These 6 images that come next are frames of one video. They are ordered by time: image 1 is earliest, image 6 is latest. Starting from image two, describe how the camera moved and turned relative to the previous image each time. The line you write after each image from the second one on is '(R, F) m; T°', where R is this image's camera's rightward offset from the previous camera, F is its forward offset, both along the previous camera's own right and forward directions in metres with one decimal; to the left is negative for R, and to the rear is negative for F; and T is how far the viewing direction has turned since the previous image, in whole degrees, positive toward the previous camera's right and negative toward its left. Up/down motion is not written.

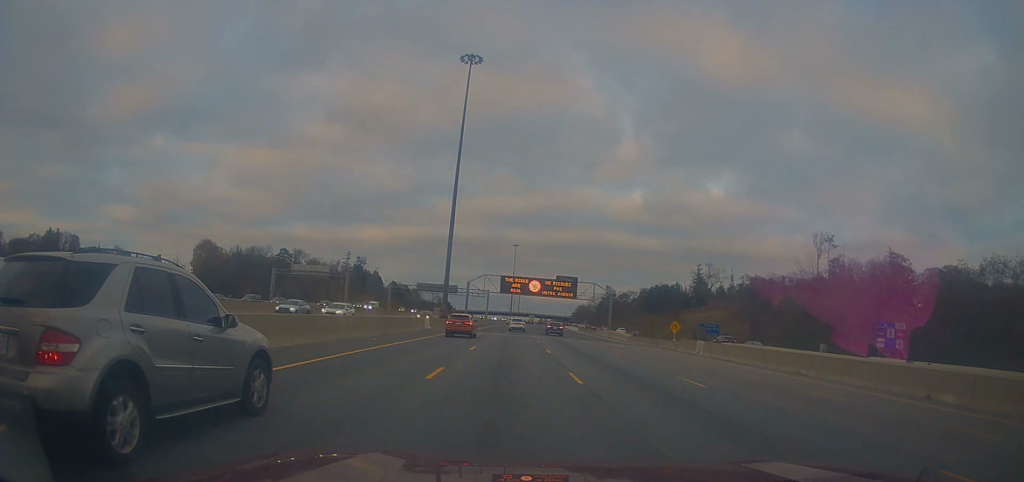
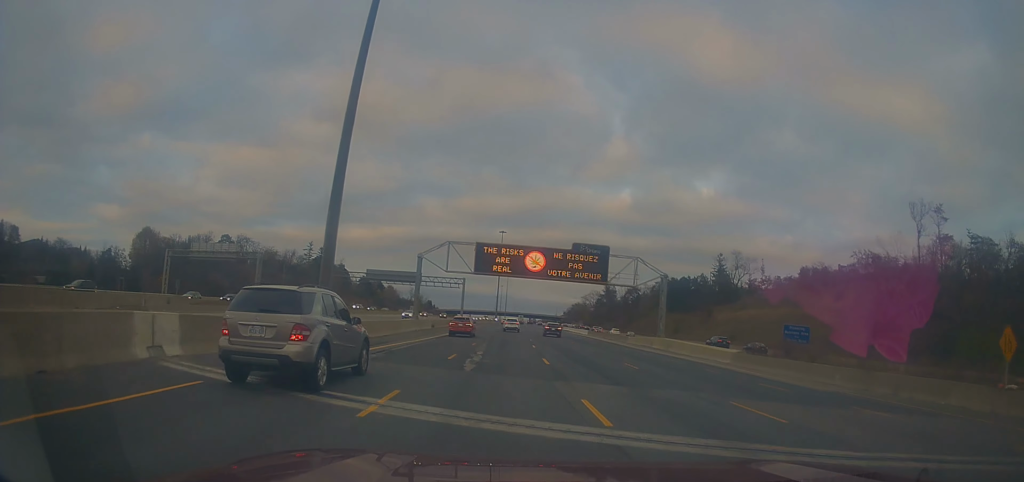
(+0.2, +41.3) m; +1°
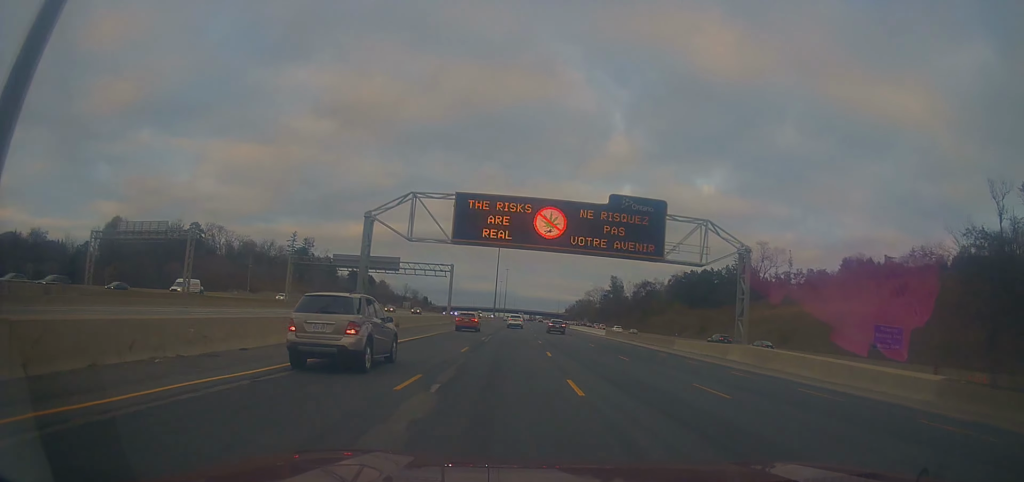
(0.0, +21.2) m; 0°
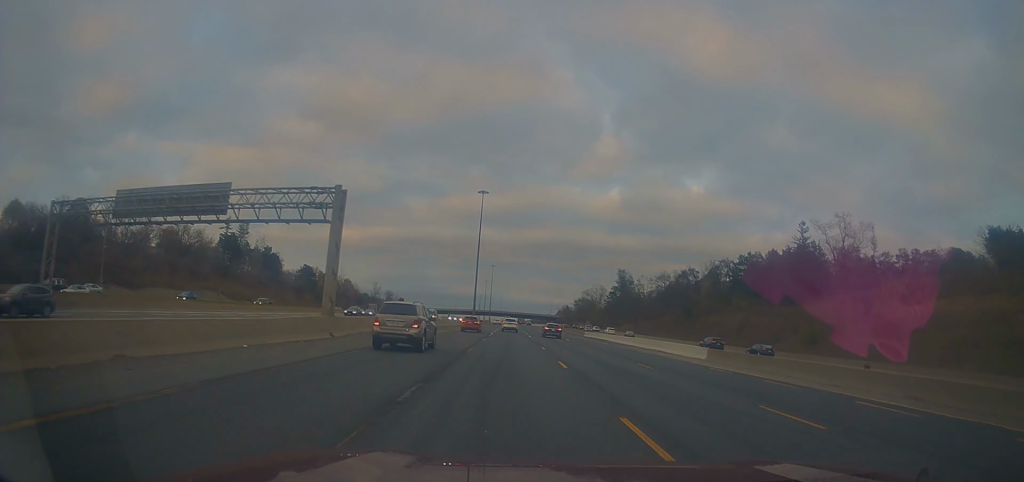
(+0.5, +52.0) m; +1°
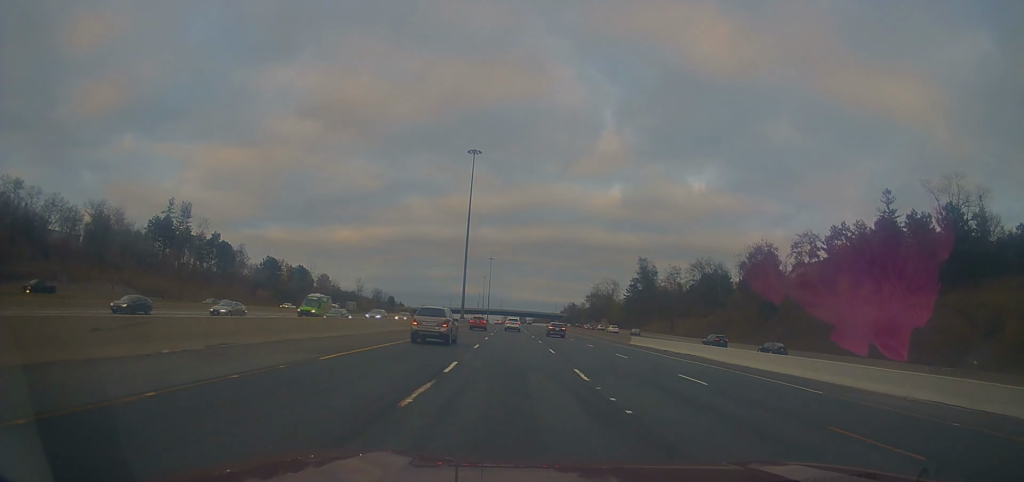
(+0.4, +38.6) m; +1°
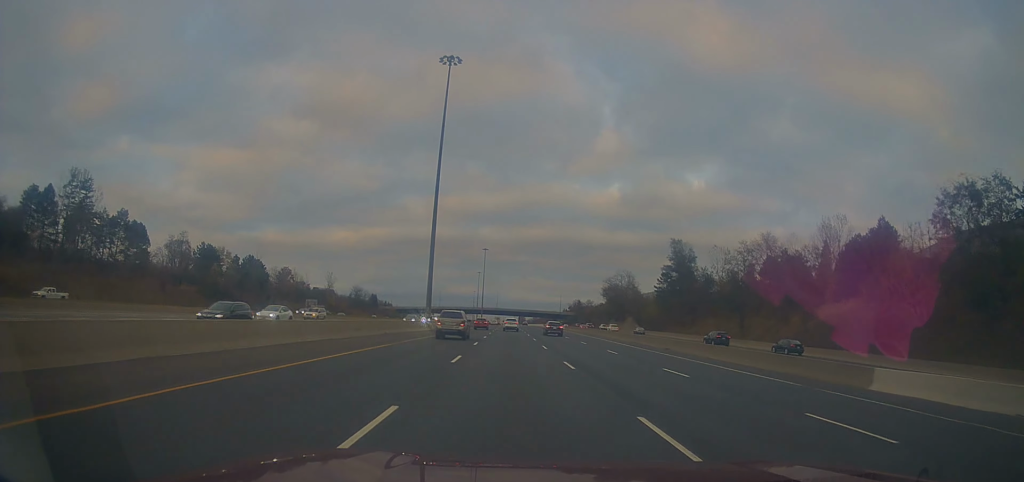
(-0.2, +45.1) m; 0°
